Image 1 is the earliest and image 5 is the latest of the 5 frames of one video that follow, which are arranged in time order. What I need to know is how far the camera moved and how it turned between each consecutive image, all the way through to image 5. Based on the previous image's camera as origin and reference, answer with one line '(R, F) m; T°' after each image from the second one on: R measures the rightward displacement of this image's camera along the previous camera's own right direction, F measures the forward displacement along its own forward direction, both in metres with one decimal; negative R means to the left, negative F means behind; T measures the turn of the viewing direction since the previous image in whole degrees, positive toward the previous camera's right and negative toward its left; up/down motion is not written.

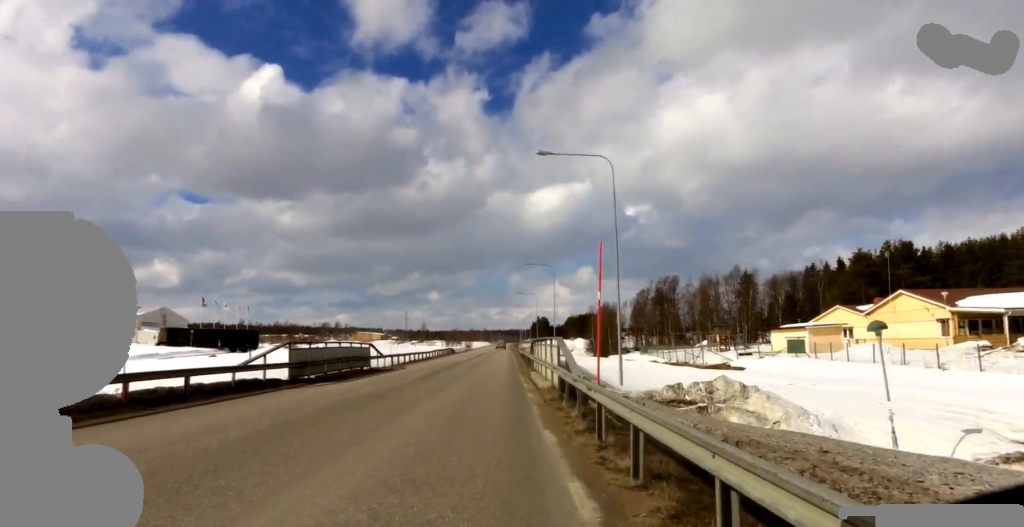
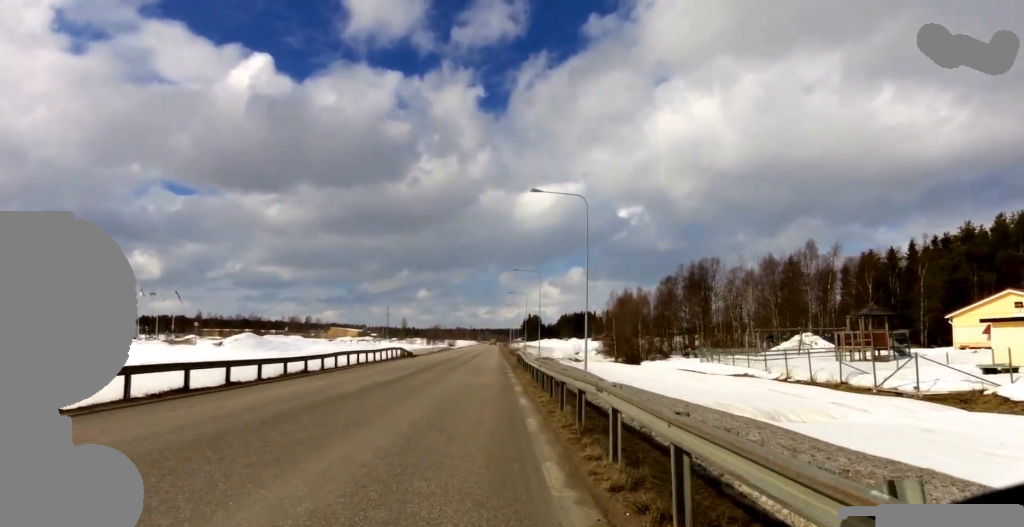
(-2.3, +28.8) m; -5°
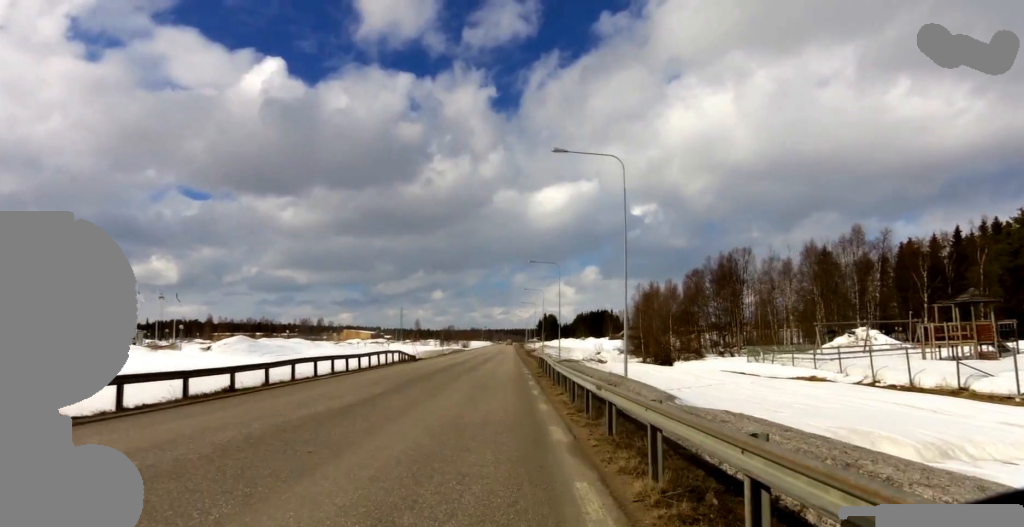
(+0.6, +6.9) m; +3°
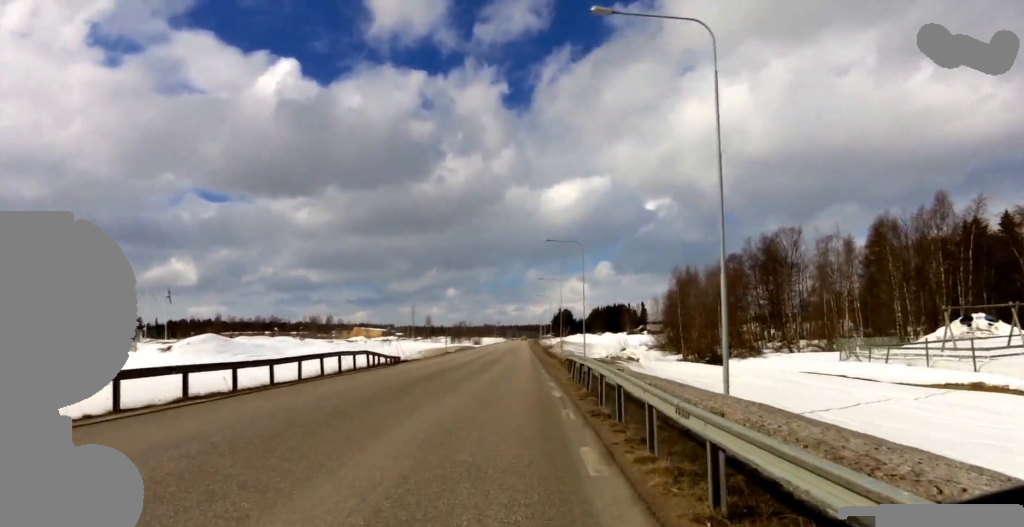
(-0.2, +11.2) m; +1°
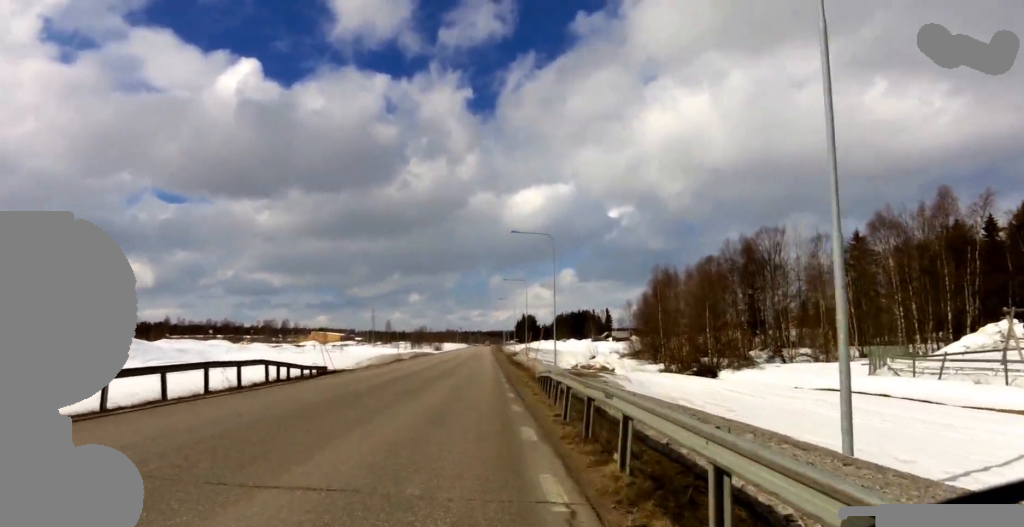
(+0.2, +7.1) m; +2°
